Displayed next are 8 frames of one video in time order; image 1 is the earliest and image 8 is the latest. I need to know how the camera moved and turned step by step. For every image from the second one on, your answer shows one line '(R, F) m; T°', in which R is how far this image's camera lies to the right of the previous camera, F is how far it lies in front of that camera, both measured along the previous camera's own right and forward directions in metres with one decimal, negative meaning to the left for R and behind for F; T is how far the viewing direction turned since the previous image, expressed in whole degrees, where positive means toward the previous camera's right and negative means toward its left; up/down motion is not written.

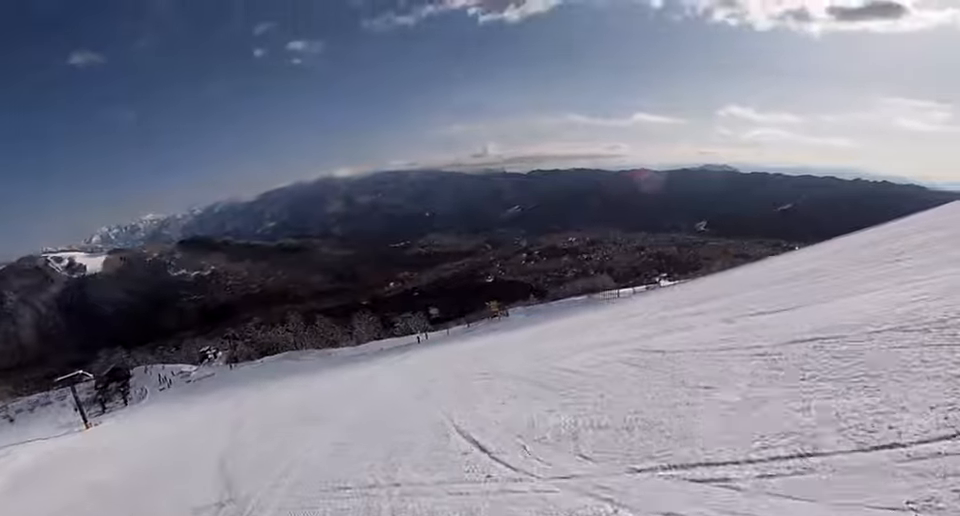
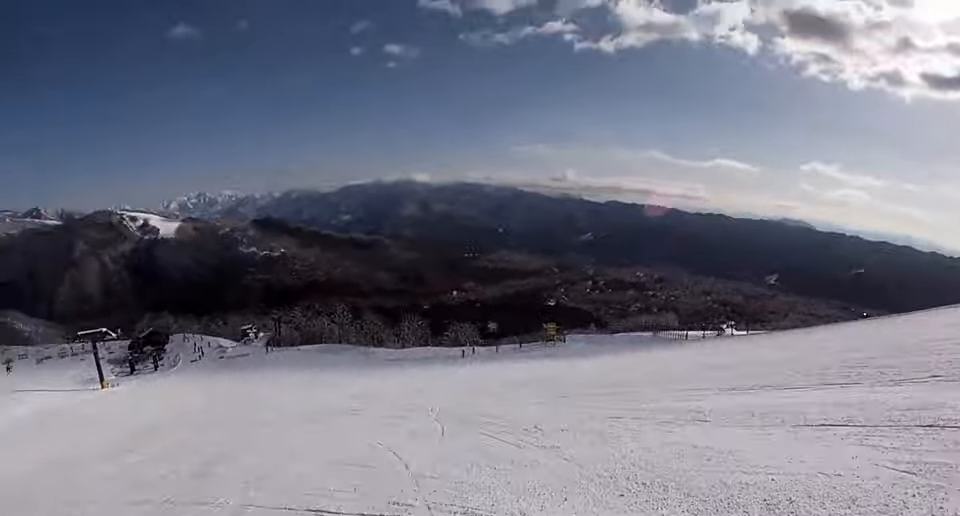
(+0.1, +8.1) m; -7°
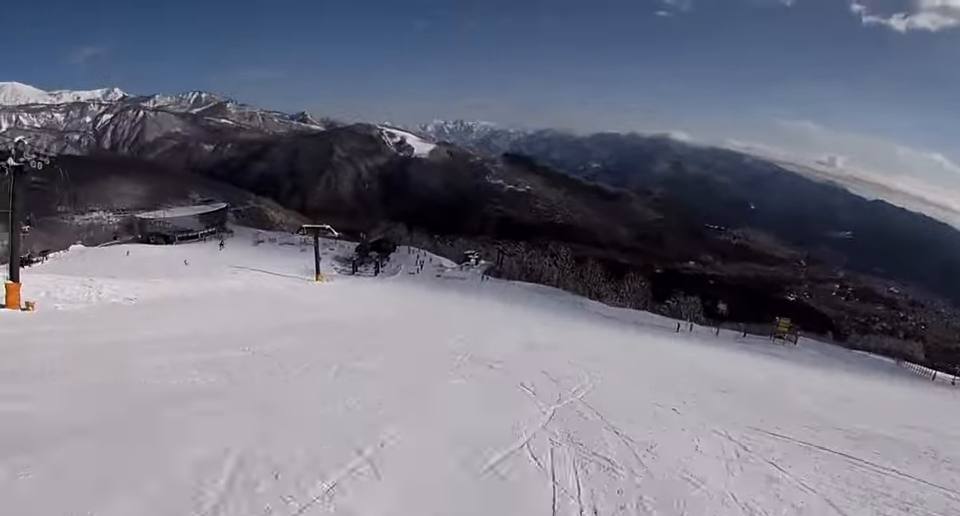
(-0.2, +4.9) m; -7°
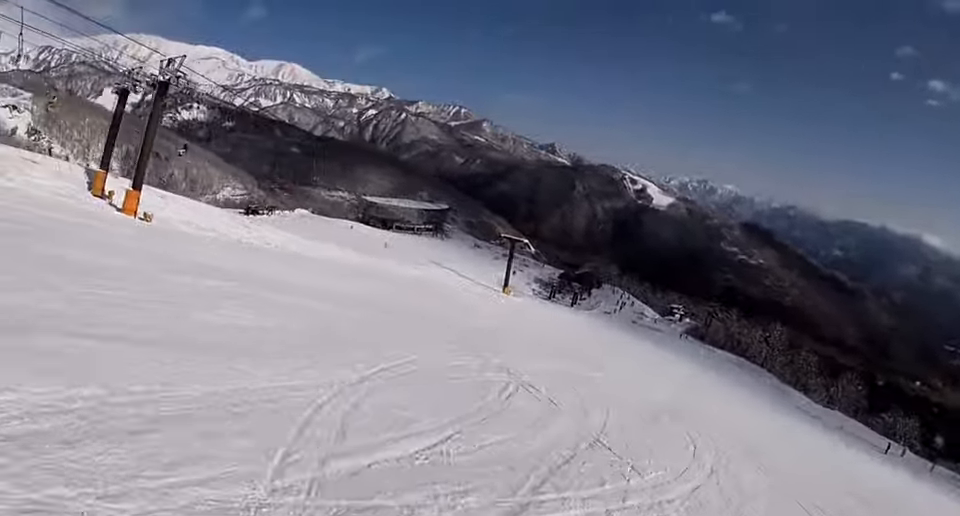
(-1.0, +7.0) m; -13°
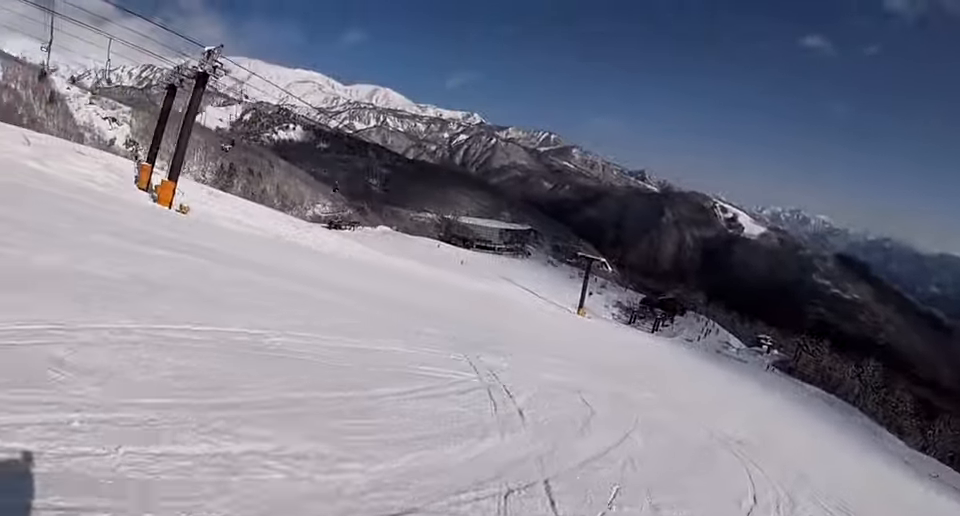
(-0.3, +3.1) m; -9°
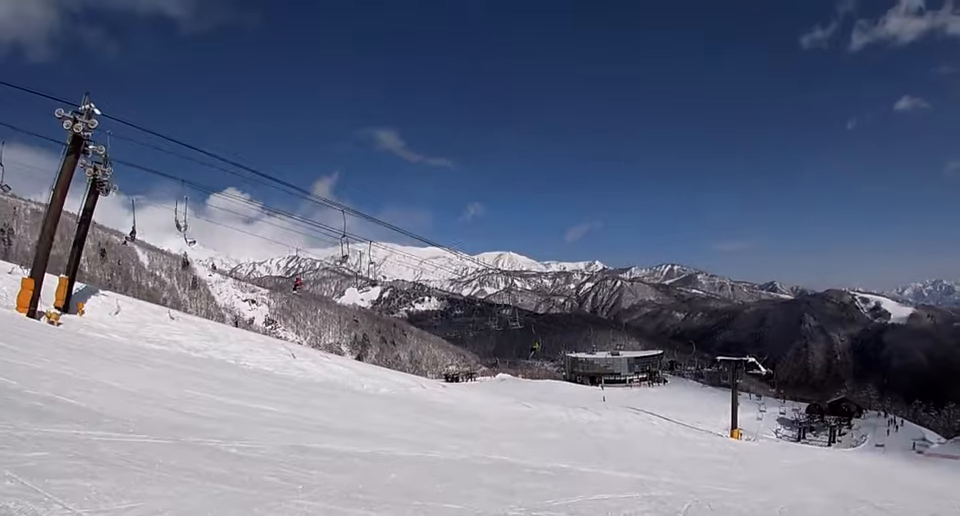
(-5.7, +13.5) m; -35°
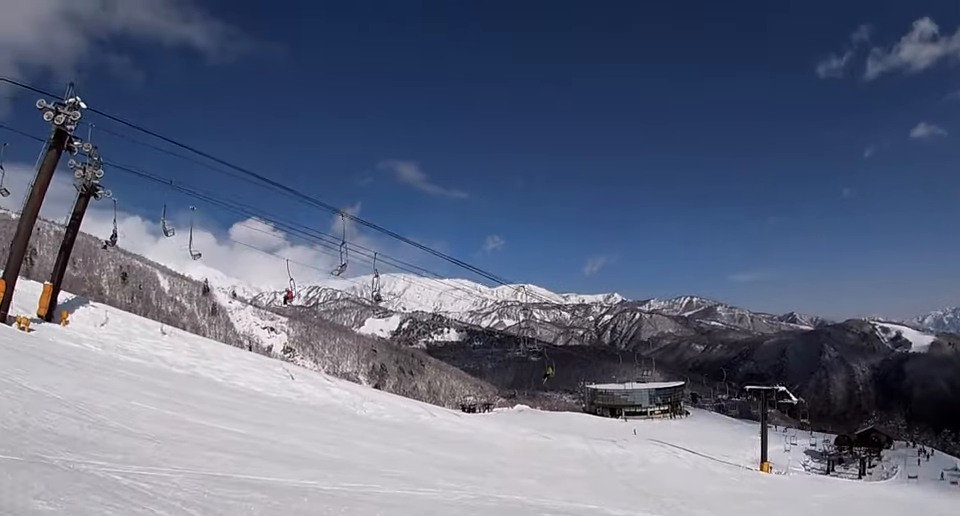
(0.0, +2.7) m; +2°
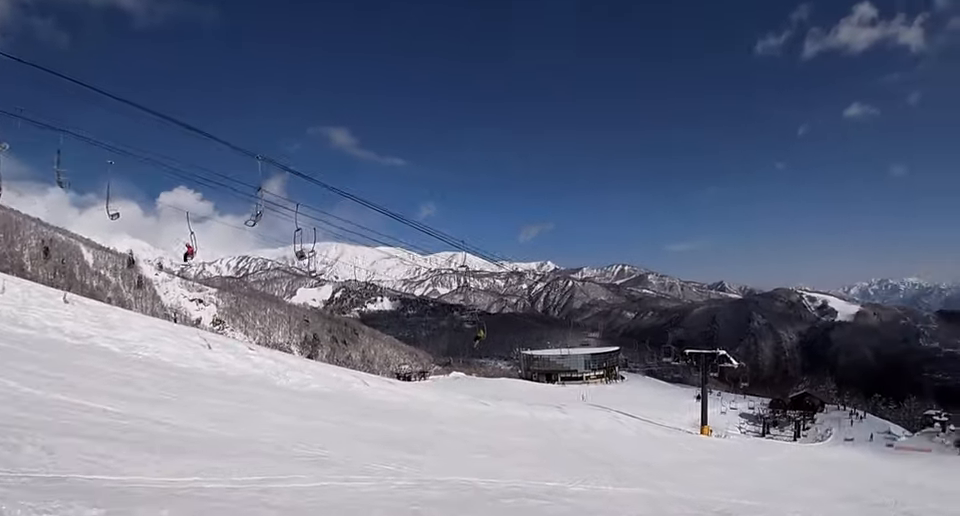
(-0.1, +2.6) m; +4°
